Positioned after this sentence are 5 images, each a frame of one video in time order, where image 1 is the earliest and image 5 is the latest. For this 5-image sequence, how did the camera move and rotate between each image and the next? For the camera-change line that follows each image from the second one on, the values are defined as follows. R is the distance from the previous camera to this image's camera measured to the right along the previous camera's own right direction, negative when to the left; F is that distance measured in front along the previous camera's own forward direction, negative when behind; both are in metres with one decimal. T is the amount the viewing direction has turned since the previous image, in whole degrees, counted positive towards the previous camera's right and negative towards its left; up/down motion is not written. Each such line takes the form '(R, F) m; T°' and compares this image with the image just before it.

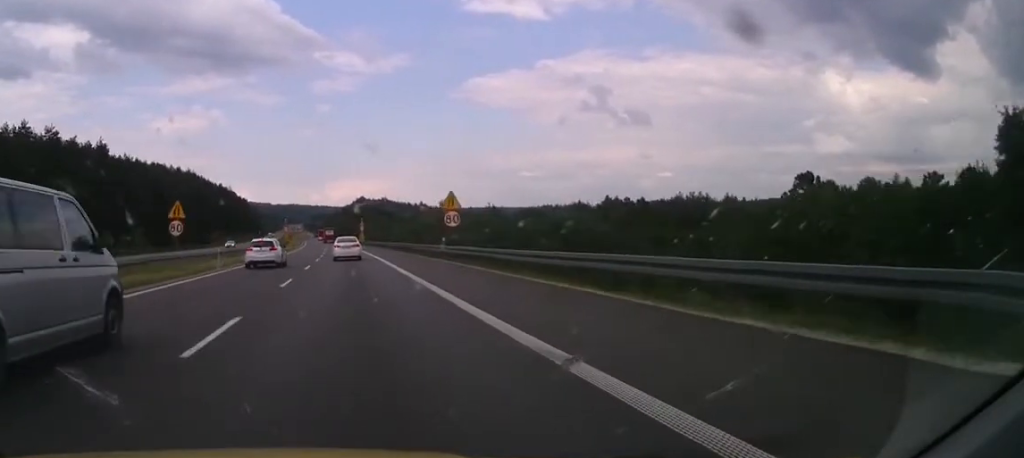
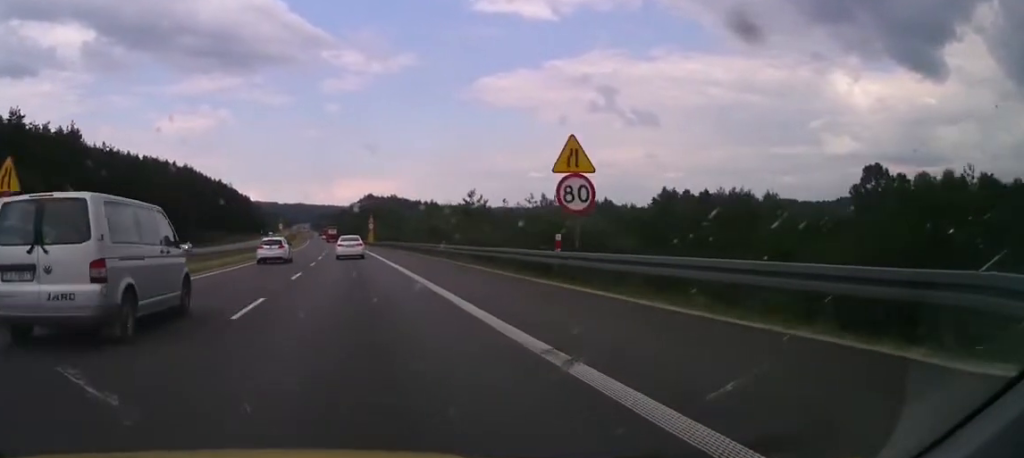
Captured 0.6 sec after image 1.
(0.0, +20.6) m; 0°
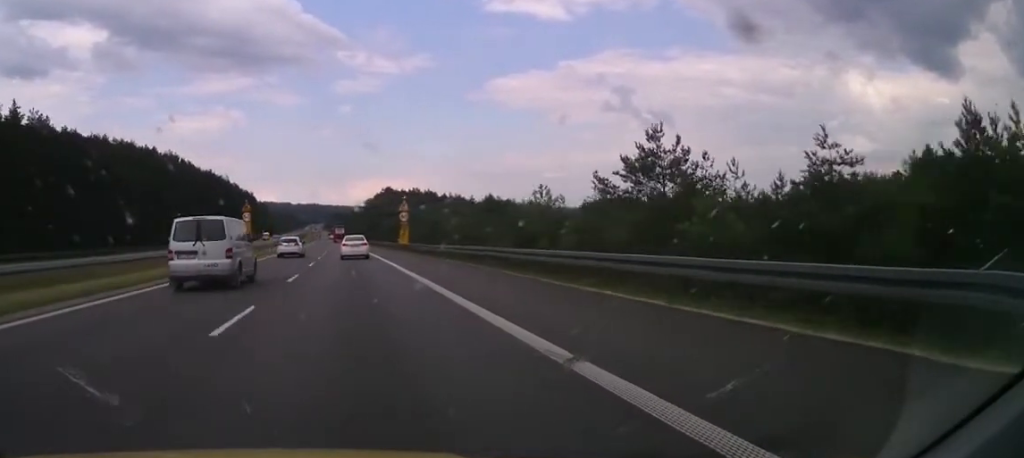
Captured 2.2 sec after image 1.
(0.0, +50.9) m; 0°
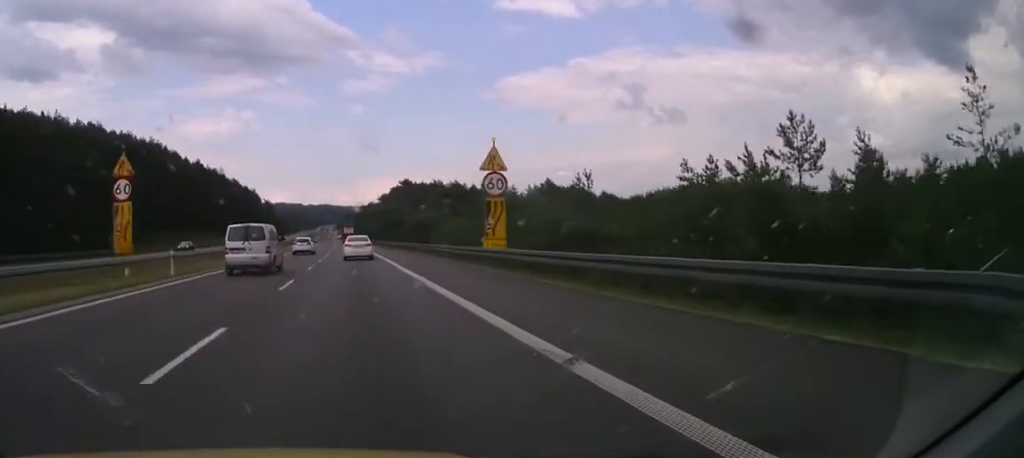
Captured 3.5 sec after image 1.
(0.0, +39.3) m; 0°
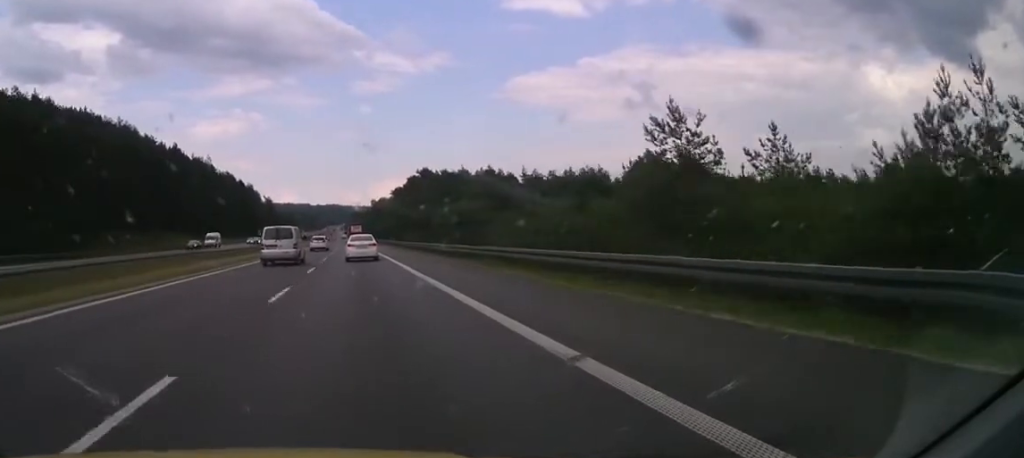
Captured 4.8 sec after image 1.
(0.0, +39.5) m; 0°
